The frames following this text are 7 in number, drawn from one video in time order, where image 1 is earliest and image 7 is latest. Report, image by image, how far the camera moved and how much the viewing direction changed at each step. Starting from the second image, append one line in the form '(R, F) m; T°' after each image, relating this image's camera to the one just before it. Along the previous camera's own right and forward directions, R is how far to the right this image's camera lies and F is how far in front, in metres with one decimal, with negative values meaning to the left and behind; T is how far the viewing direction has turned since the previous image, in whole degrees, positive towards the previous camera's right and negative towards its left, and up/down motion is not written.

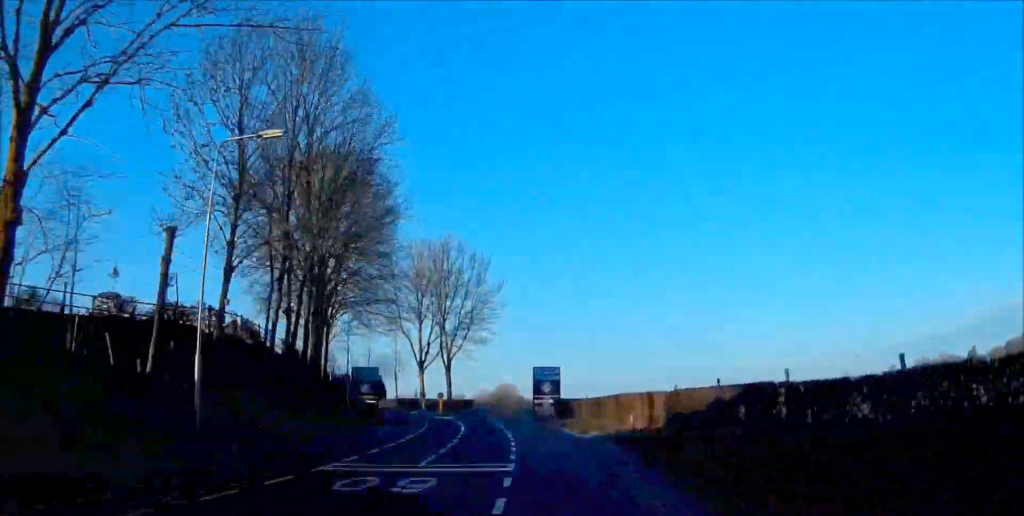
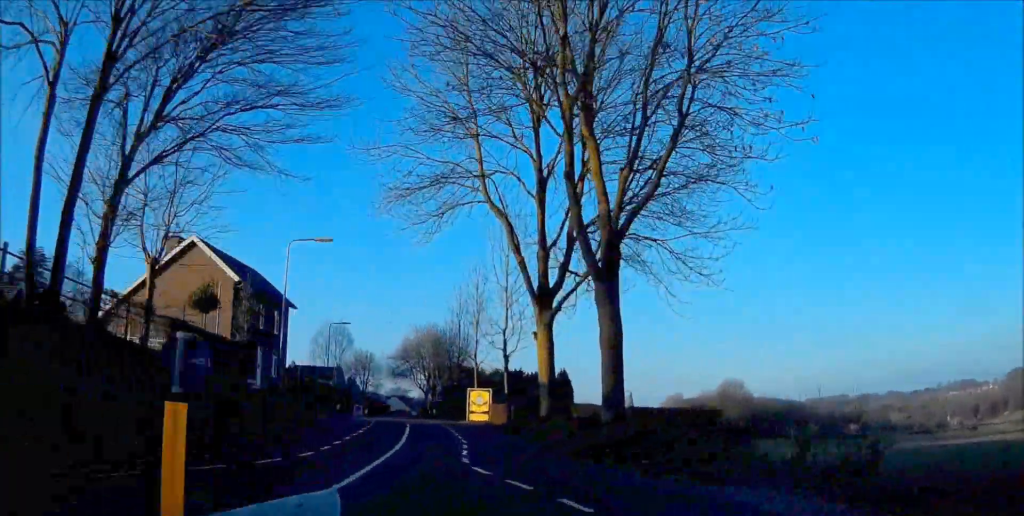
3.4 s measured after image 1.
(-6.6, +50.0) m; -17°
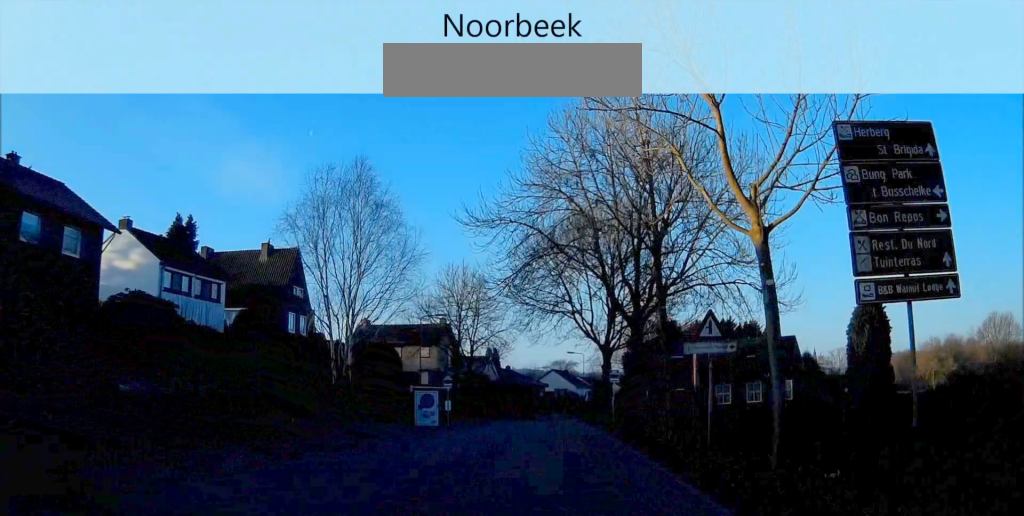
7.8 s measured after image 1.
(-6.6, +65.2) m; -7°
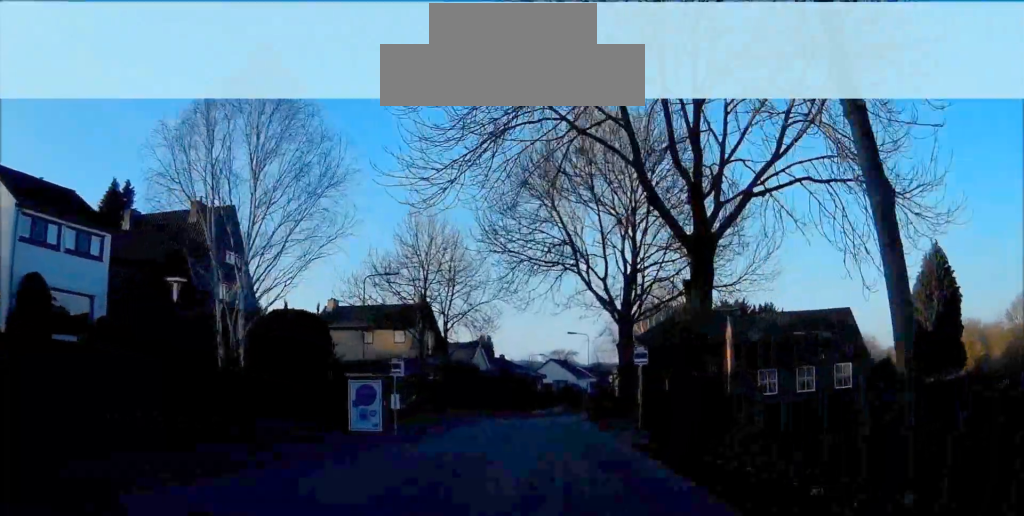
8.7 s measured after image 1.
(-0.1, +12.8) m; 0°
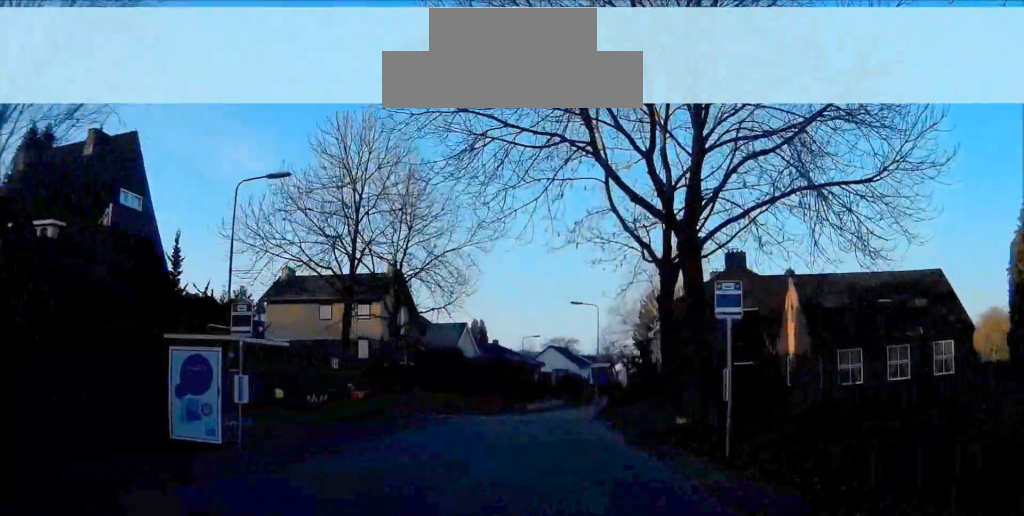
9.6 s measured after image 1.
(0.0, +13.7) m; 0°
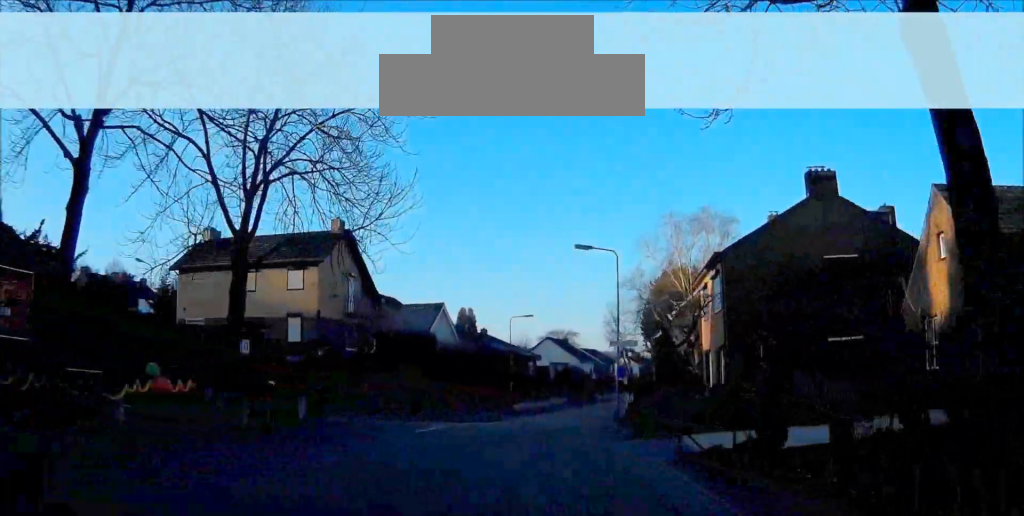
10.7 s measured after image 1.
(0.0, +15.4) m; +1°
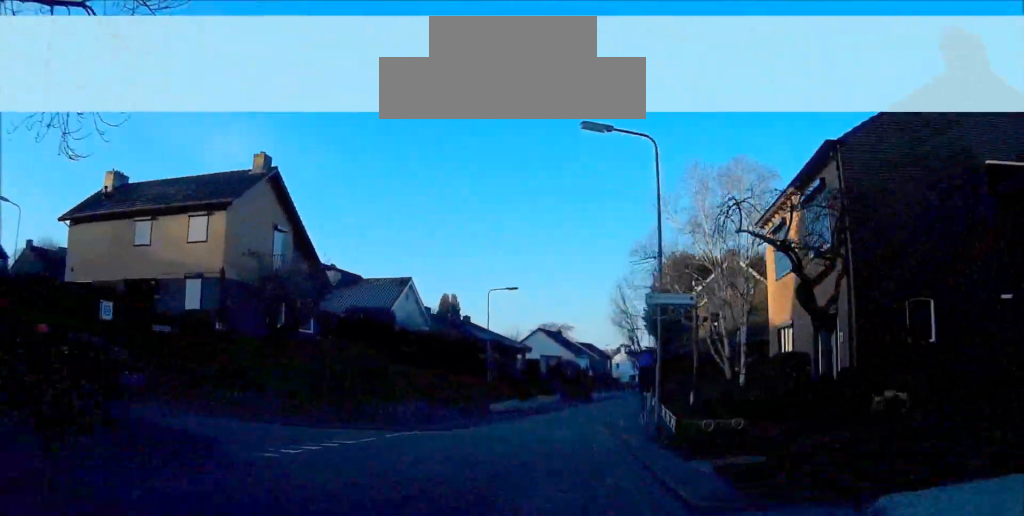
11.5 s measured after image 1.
(0.0, +12.4) m; +1°
